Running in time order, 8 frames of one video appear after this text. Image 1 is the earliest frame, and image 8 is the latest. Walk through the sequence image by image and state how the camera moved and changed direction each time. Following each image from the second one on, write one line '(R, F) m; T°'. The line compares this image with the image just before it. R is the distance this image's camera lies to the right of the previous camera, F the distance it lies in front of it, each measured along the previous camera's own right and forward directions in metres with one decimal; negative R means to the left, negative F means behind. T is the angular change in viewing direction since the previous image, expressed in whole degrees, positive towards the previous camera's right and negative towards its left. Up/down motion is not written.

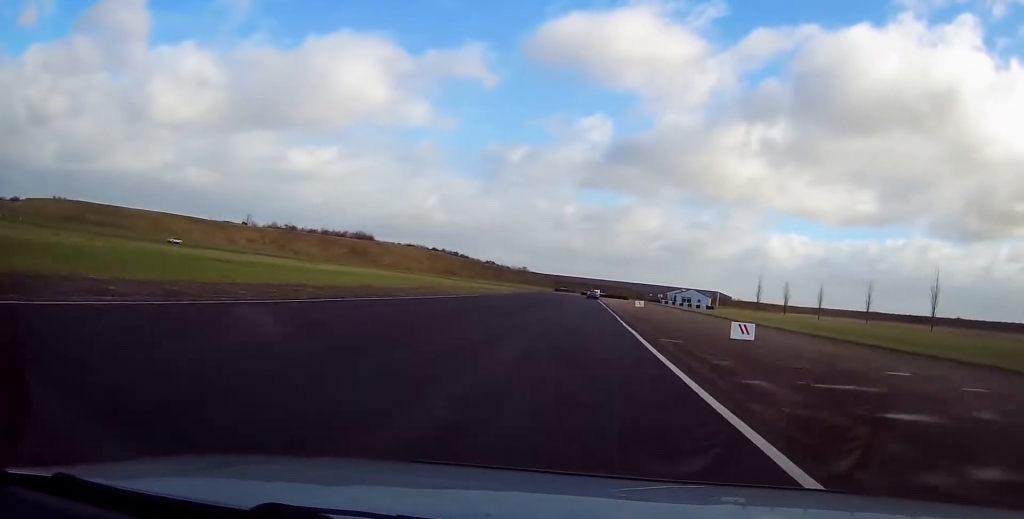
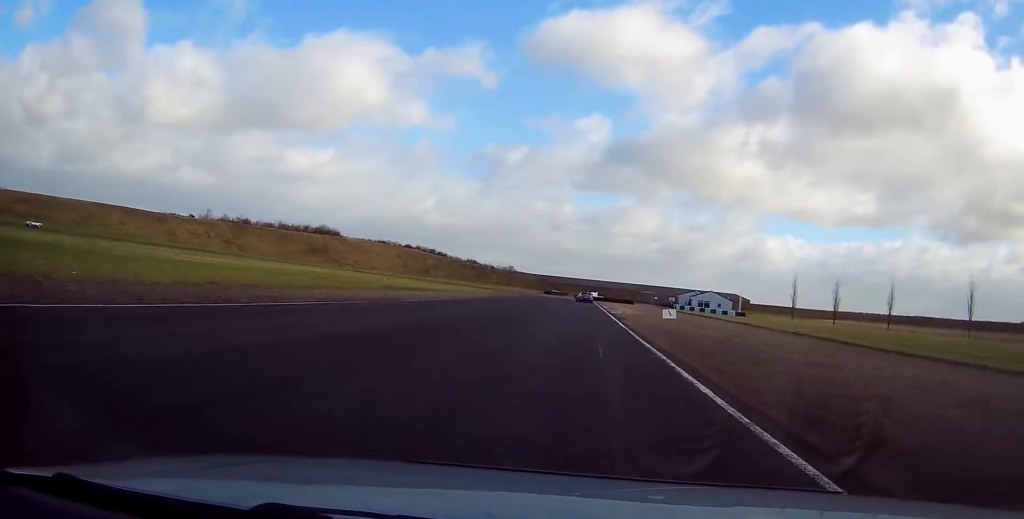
(+0.4, +28.8) m; 0°
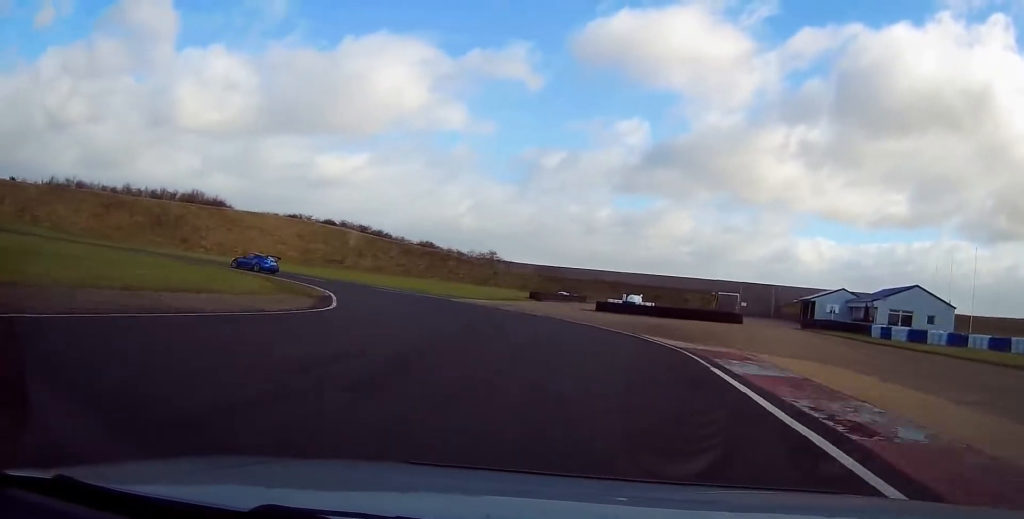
(-1.3, +77.6) m; -5°
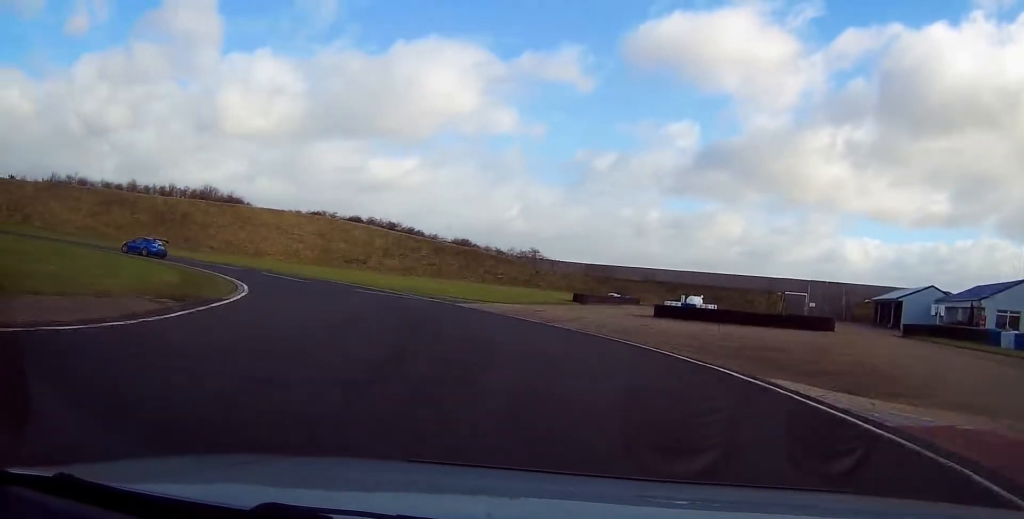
(-0.3, +10.4) m; -5°
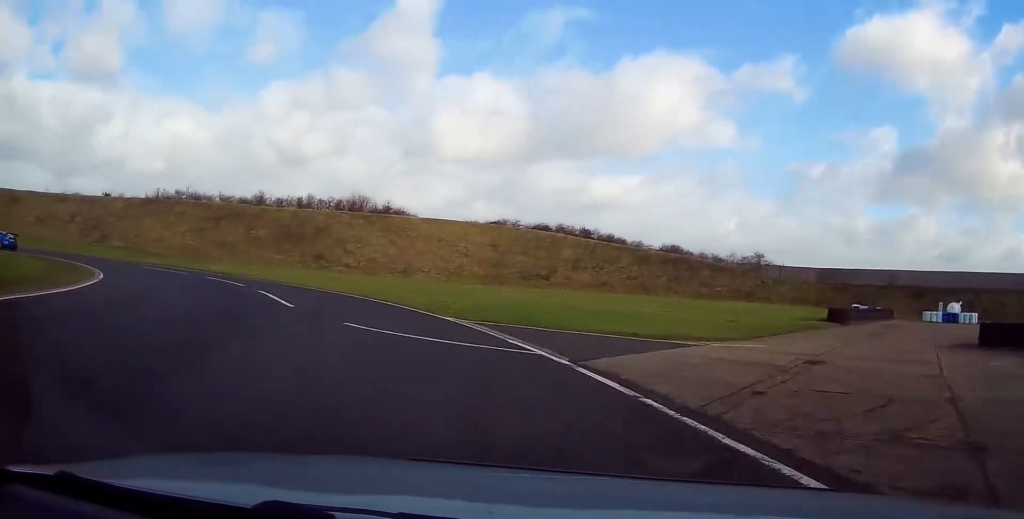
(-2.4, +20.4) m; -24°
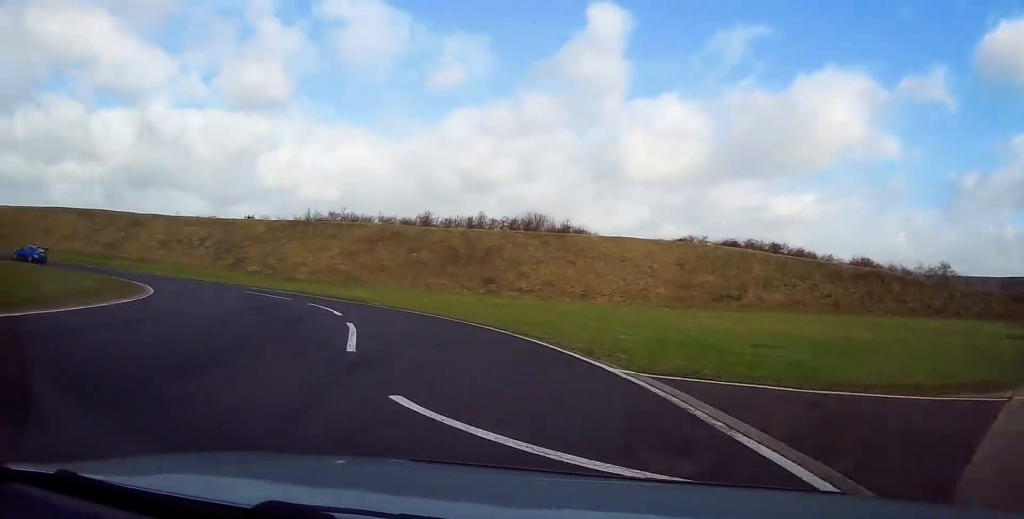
(-0.6, +7.2) m; -14°
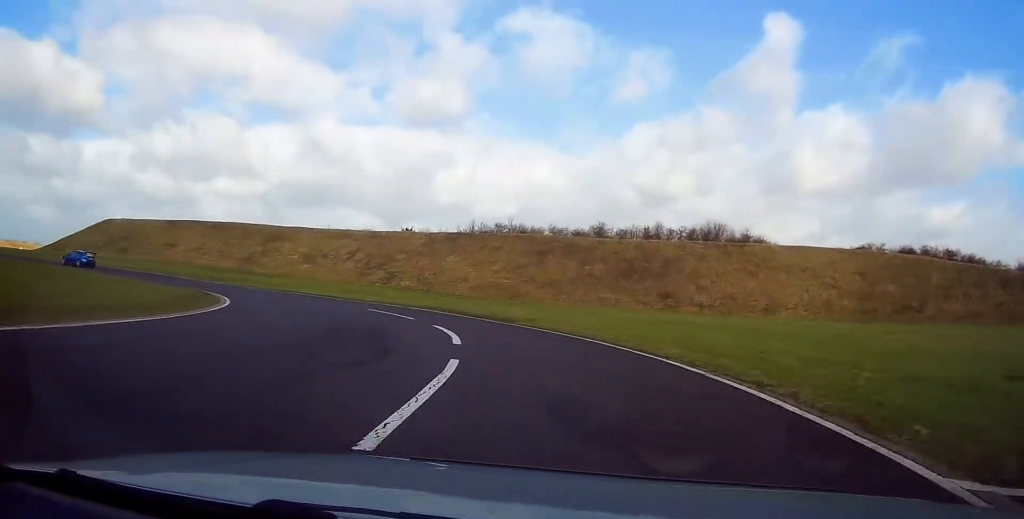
(-1.5, +6.0) m; -14°
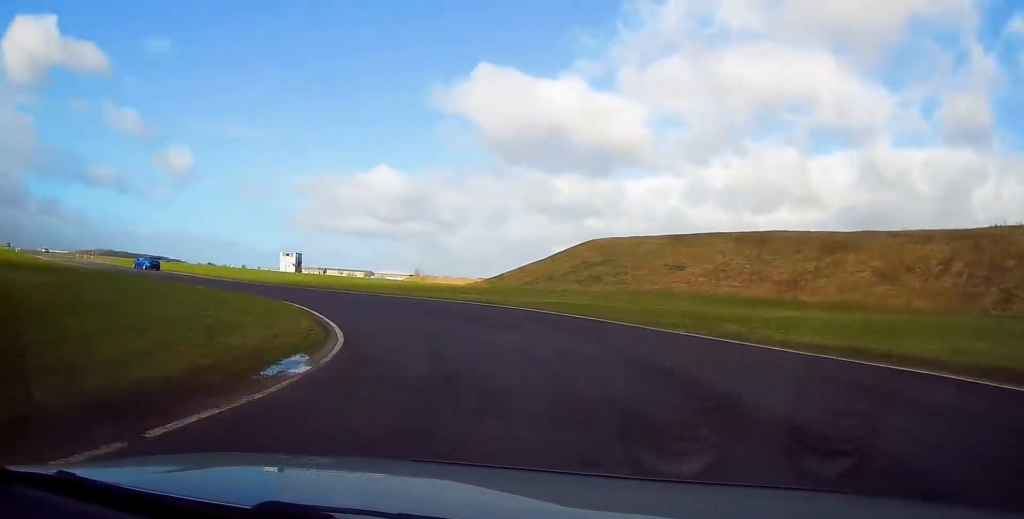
(-12.9, +25.7) m; -49°
